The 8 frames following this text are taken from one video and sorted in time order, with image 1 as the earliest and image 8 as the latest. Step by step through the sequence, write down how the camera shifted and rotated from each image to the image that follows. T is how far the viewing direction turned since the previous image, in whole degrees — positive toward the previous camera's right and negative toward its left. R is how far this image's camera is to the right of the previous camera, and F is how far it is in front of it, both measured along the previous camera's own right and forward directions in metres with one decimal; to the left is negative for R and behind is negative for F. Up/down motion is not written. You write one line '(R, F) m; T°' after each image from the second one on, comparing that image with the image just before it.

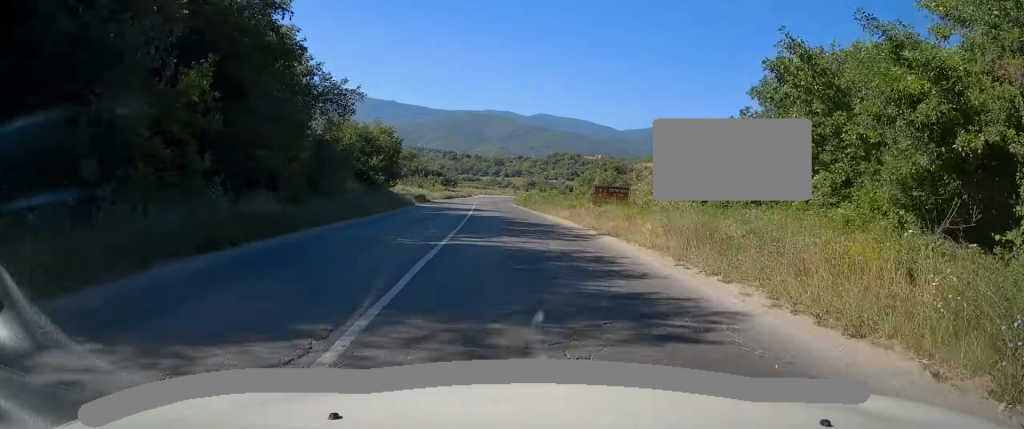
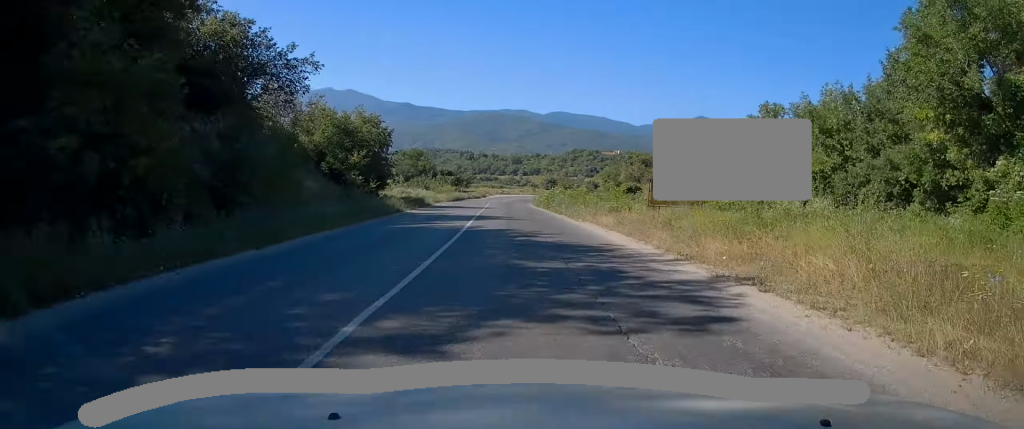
(-0.1, +9.9) m; -2°
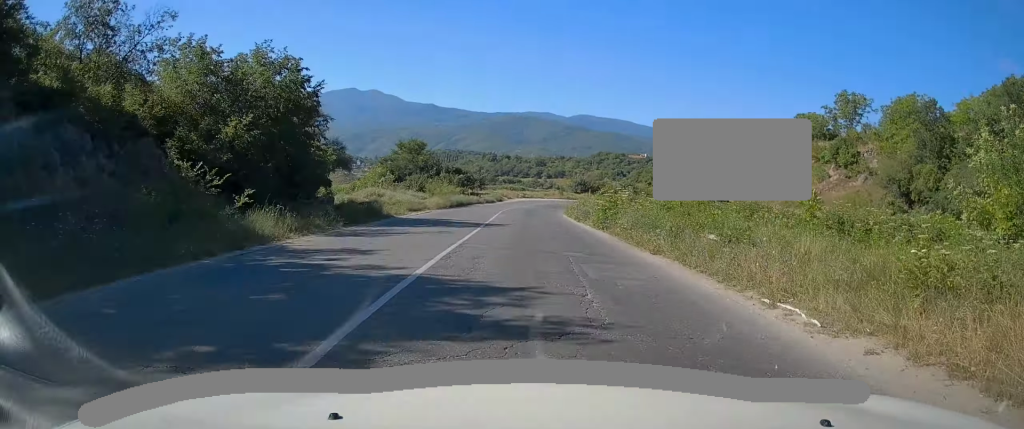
(-0.5, +19.1) m; -2°
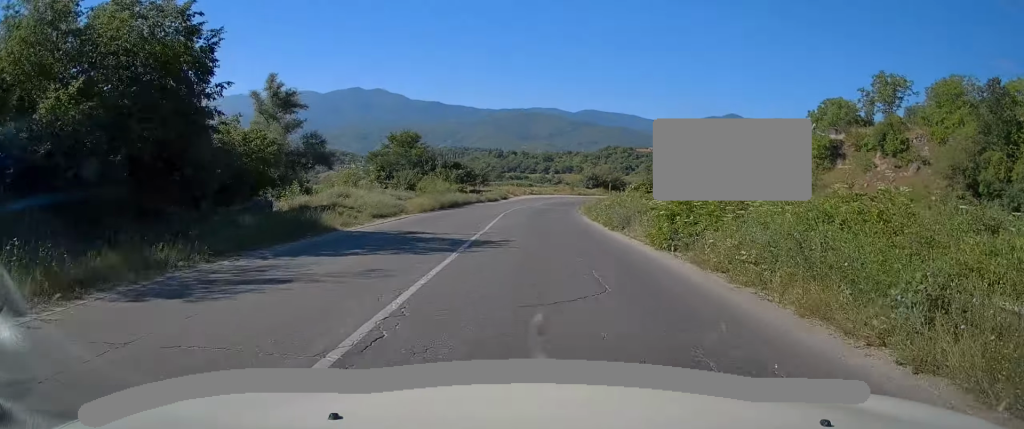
(-0.1, +8.7) m; -1°
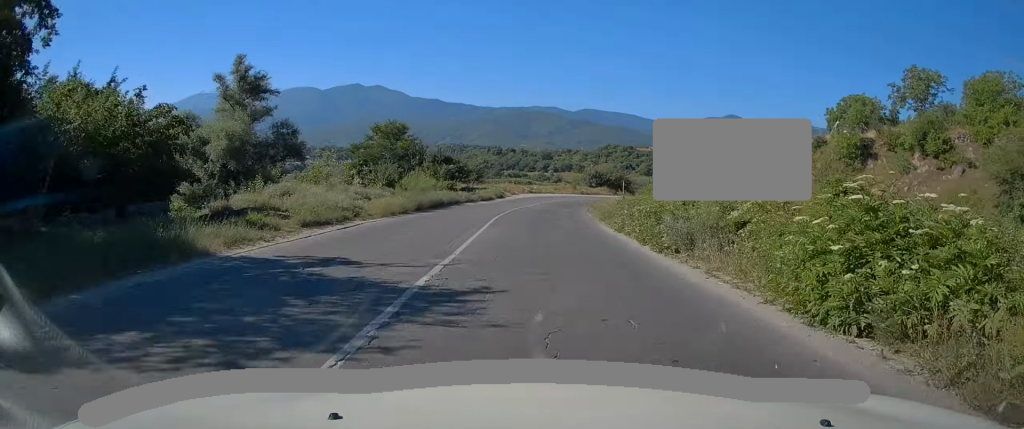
(0.0, +7.1) m; +1°
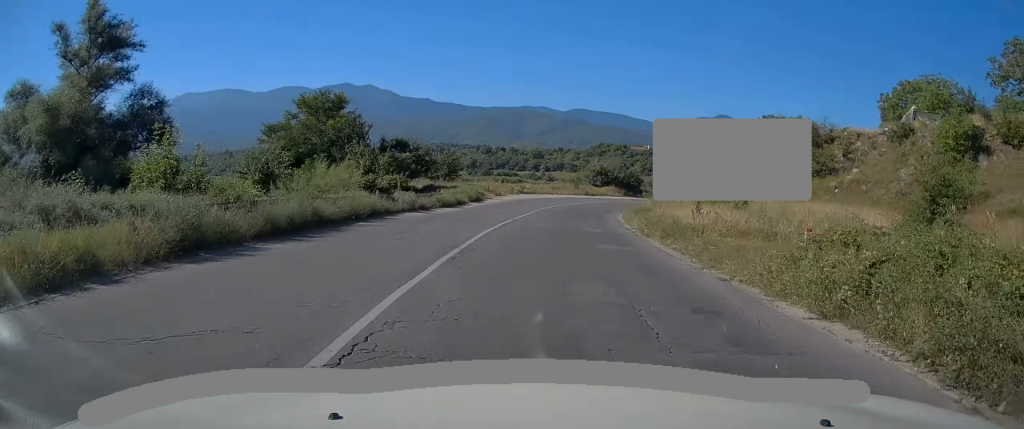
(+0.4, +19.2) m; +2°
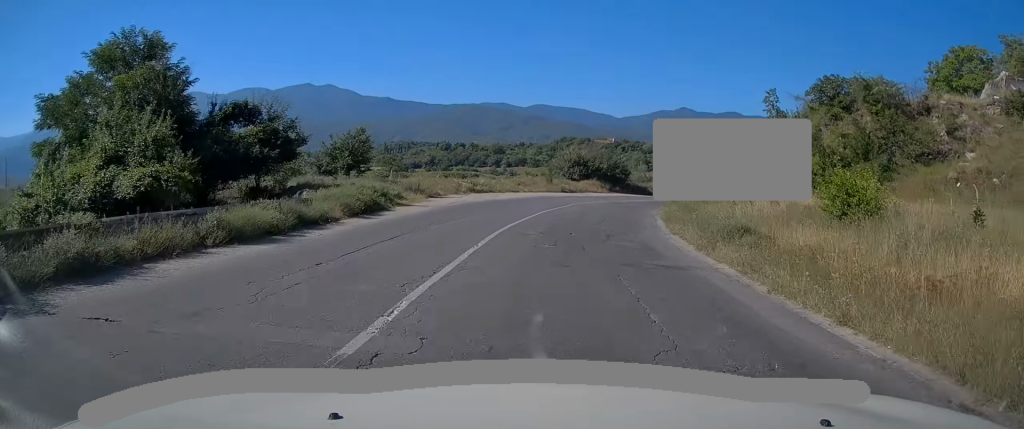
(+0.1, +19.5) m; +3°
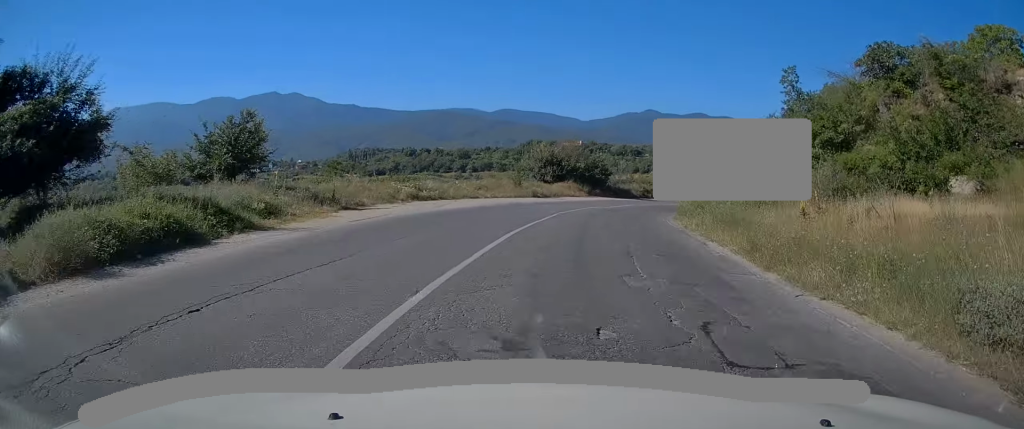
(+0.4, +10.4) m; +4°
